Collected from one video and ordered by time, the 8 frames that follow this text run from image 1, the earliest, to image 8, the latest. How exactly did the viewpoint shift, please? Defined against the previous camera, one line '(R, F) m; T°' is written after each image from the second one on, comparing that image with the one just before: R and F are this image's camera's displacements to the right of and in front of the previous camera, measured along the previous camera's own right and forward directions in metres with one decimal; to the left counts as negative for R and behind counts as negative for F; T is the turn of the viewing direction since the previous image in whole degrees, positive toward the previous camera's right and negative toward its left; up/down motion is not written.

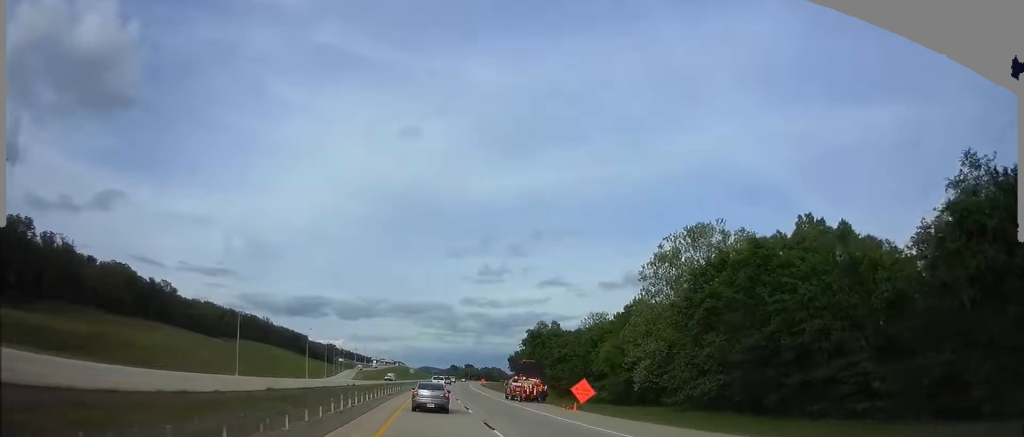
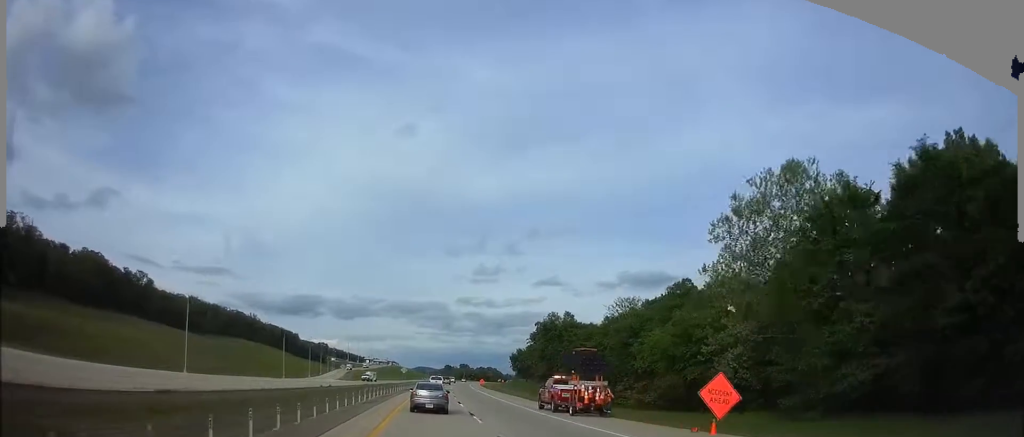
(+0.2, +19.5) m; +1°
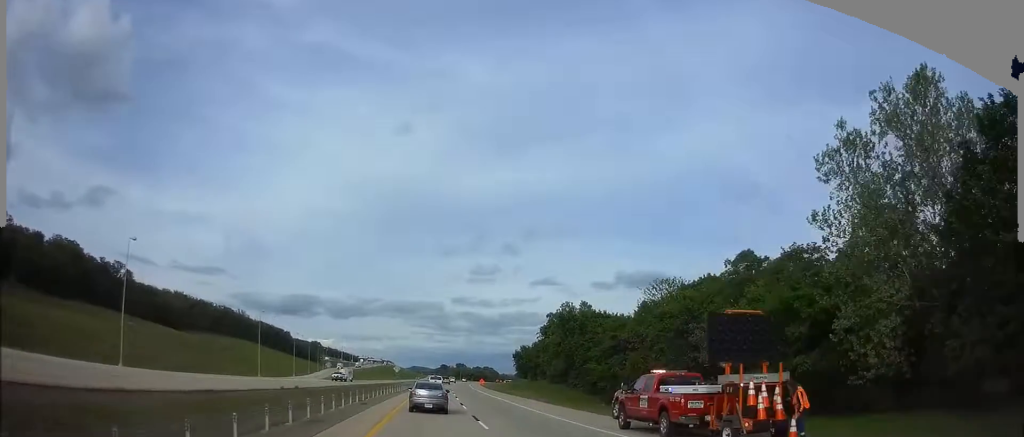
(0.0, +16.9) m; 0°
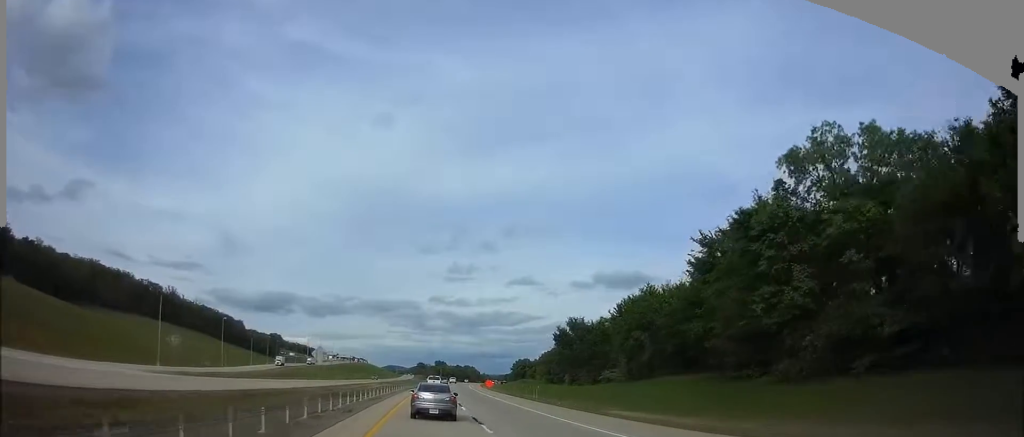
(+1.7, +82.5) m; +3°
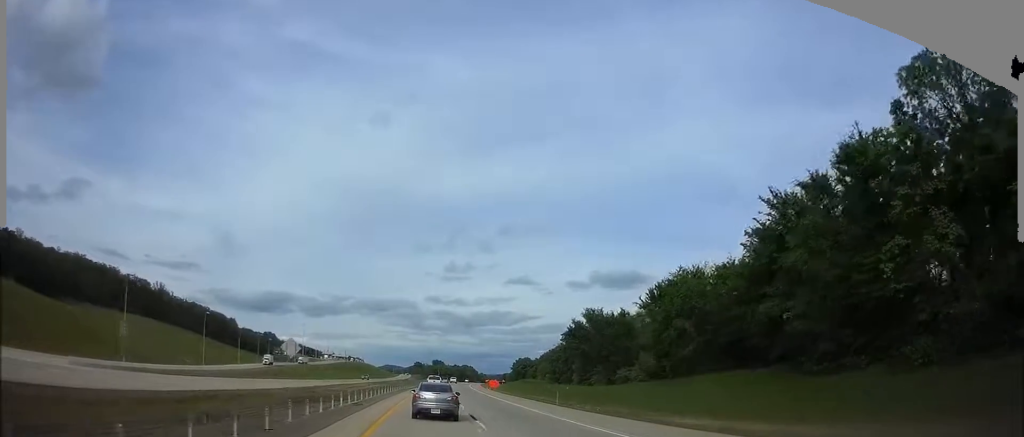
(0.0, +12.2) m; 0°
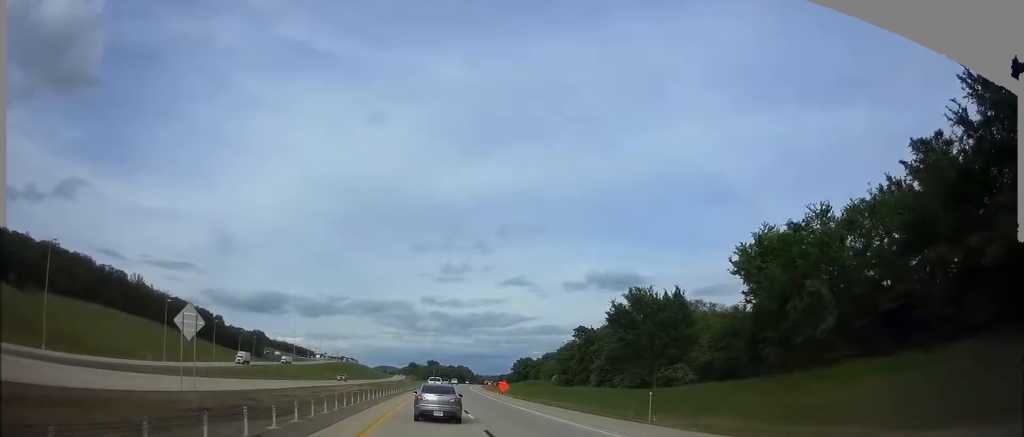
(0.0, +21.4) m; 0°
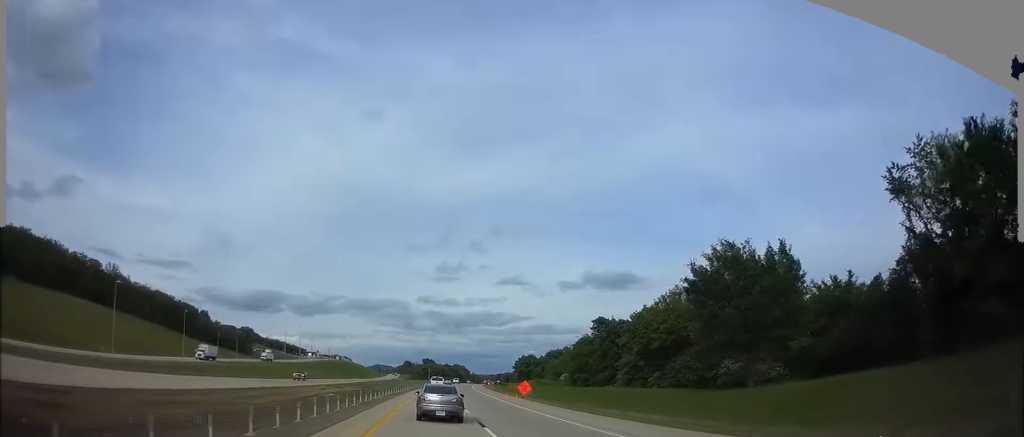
(0.0, +22.6) m; +1°
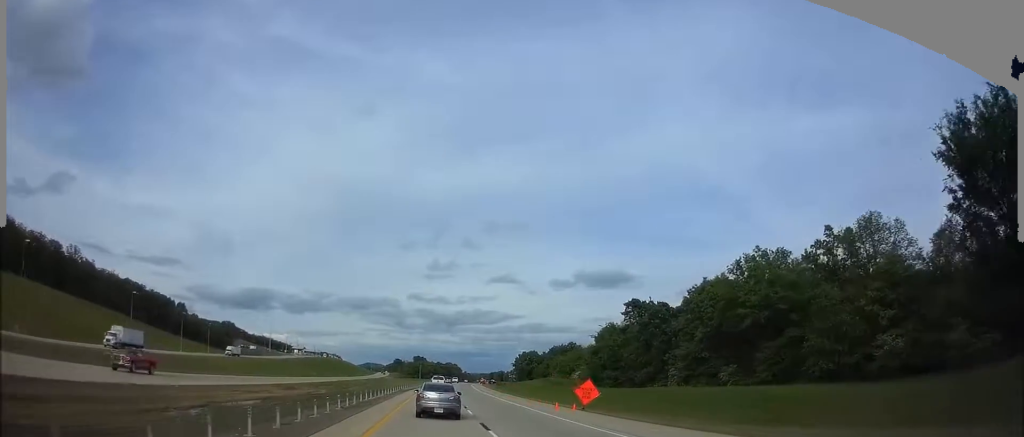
(+0.4, +29.3) m; +1°
